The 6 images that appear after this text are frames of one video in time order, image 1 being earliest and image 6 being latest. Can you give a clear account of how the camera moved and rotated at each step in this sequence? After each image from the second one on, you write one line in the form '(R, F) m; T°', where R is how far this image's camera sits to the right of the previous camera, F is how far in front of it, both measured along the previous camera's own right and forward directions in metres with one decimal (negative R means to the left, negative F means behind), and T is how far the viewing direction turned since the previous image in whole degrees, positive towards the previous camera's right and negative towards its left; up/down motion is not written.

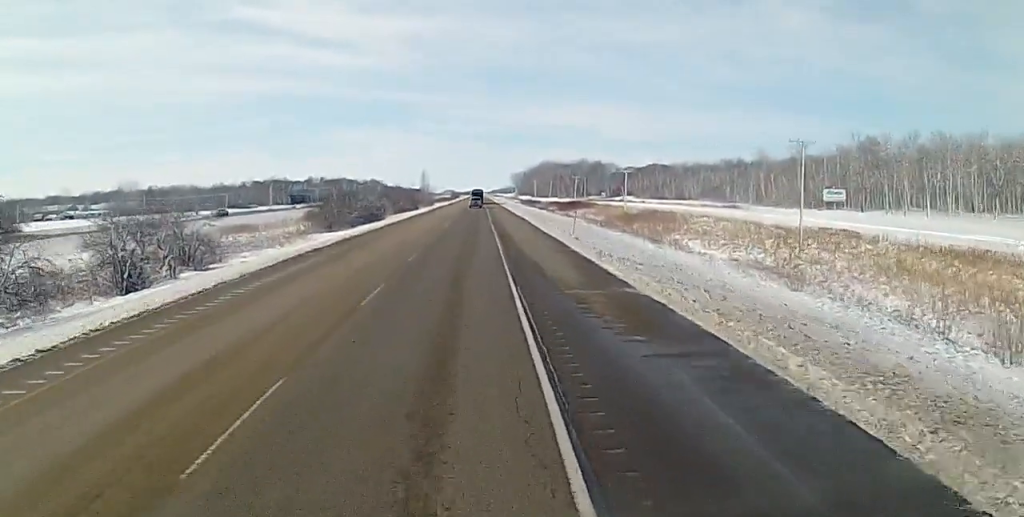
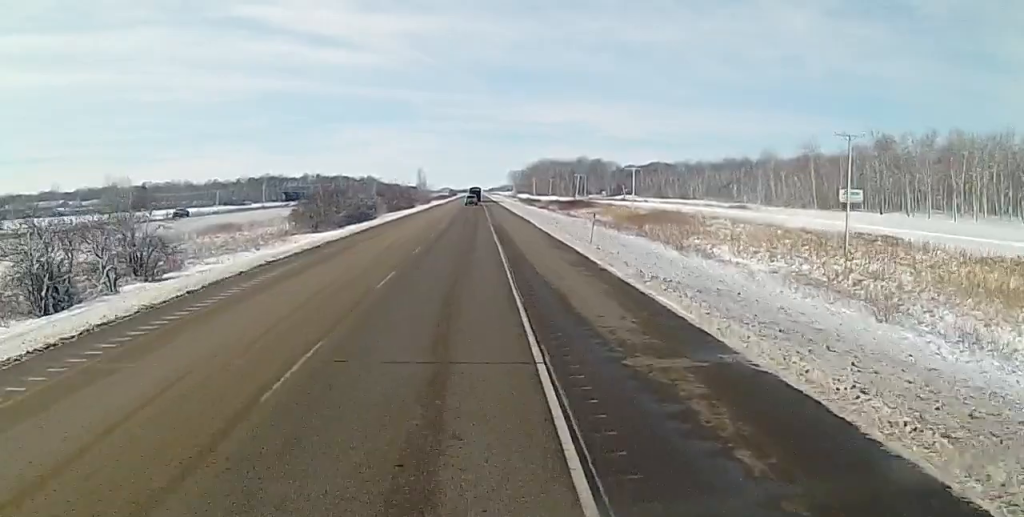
(0.0, +9.4) m; 0°
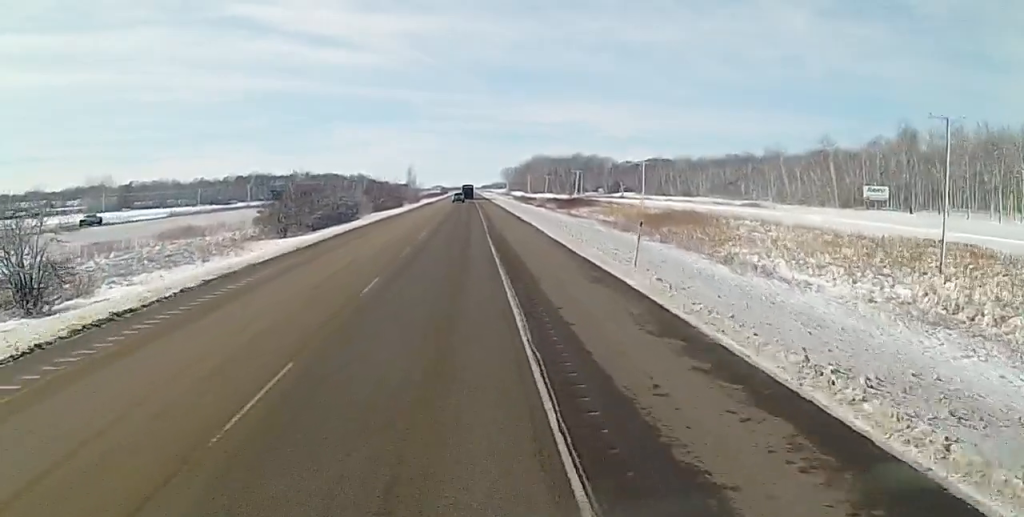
(0.0, +14.3) m; -1°
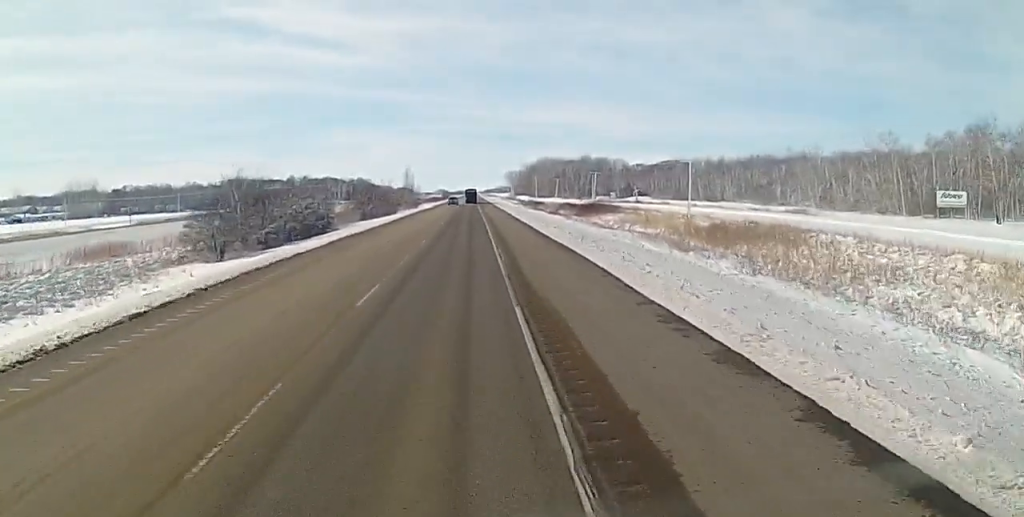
(-0.6, +25.9) m; -1°
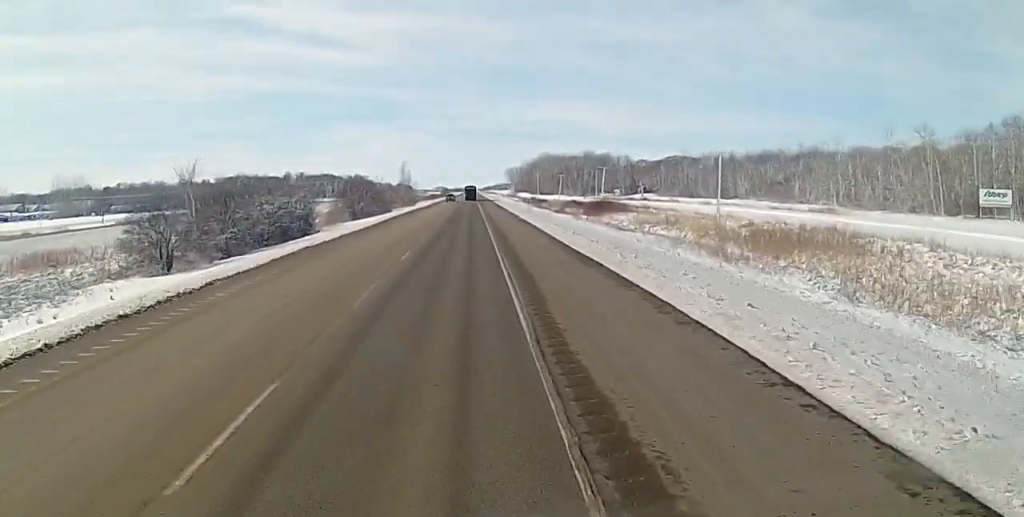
(0.0, +12.7) m; +1°
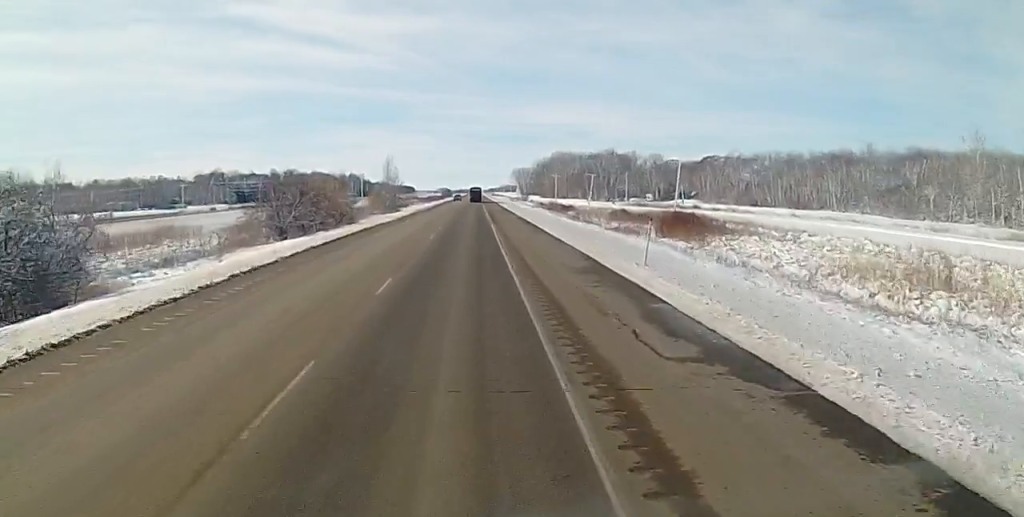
(+1.1, +60.3) m; 0°
